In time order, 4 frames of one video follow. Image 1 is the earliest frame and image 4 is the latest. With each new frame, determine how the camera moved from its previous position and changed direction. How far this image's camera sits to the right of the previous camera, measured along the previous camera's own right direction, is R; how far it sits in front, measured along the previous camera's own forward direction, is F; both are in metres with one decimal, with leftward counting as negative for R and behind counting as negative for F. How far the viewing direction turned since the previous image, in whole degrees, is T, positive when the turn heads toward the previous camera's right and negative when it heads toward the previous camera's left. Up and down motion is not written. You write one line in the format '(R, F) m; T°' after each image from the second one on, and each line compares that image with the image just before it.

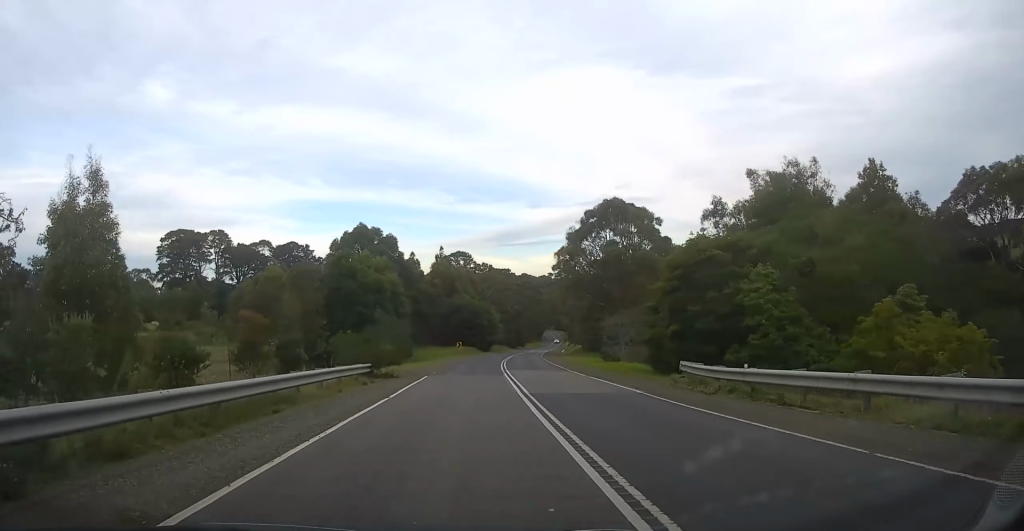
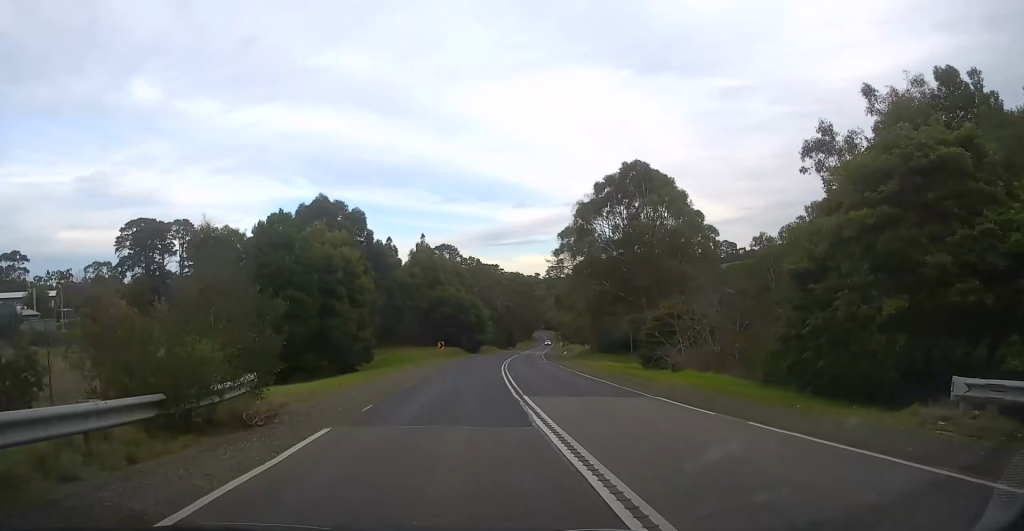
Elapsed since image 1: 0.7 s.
(0.0, +17.1) m; +1°
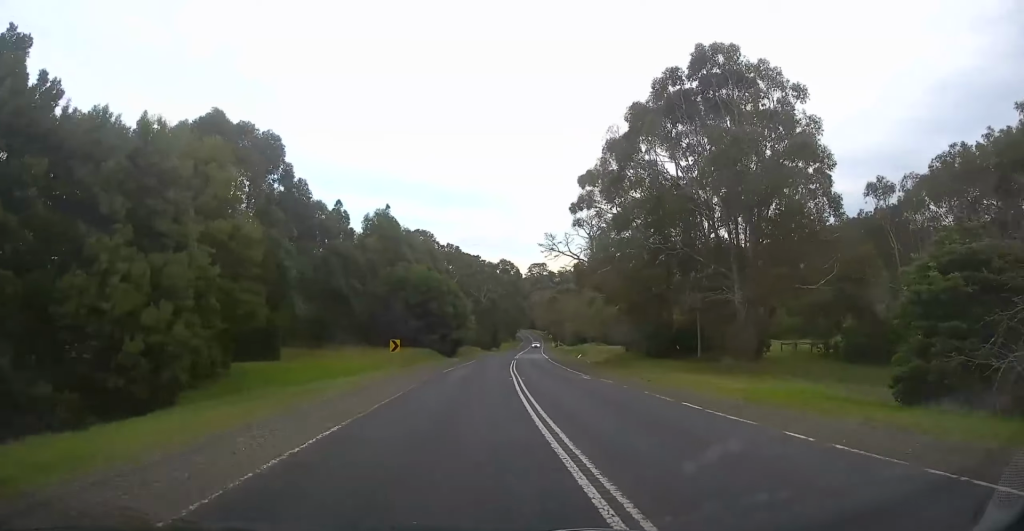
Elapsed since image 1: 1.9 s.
(+0.5, +25.8) m; +2°
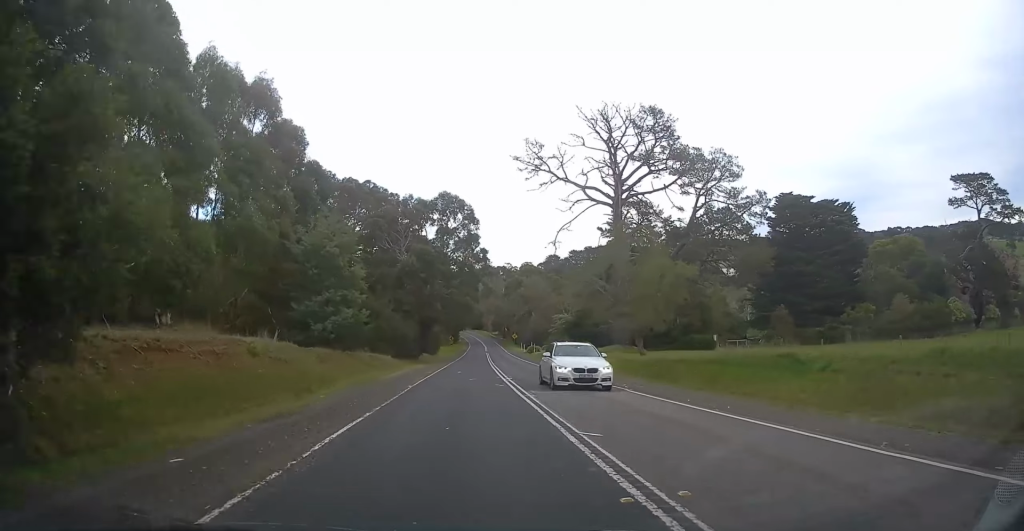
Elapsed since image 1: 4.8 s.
(+3.8, +65.7) m; +6°
